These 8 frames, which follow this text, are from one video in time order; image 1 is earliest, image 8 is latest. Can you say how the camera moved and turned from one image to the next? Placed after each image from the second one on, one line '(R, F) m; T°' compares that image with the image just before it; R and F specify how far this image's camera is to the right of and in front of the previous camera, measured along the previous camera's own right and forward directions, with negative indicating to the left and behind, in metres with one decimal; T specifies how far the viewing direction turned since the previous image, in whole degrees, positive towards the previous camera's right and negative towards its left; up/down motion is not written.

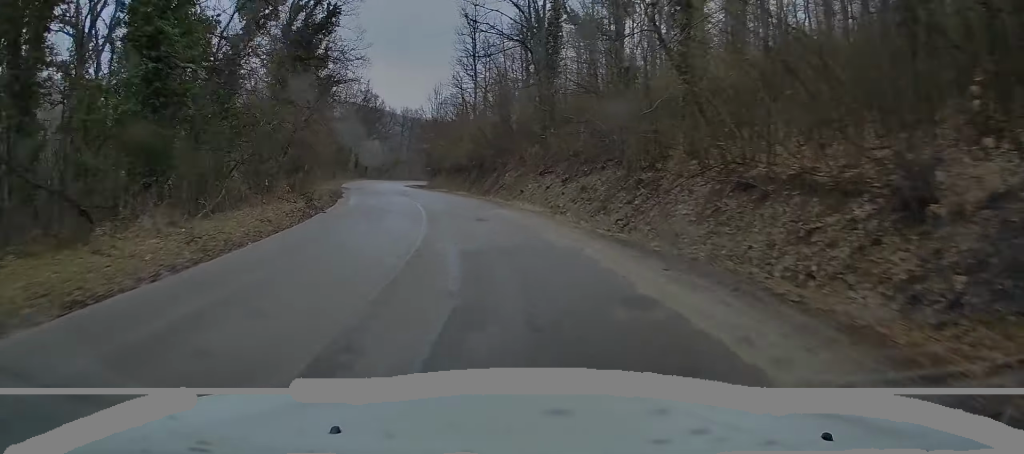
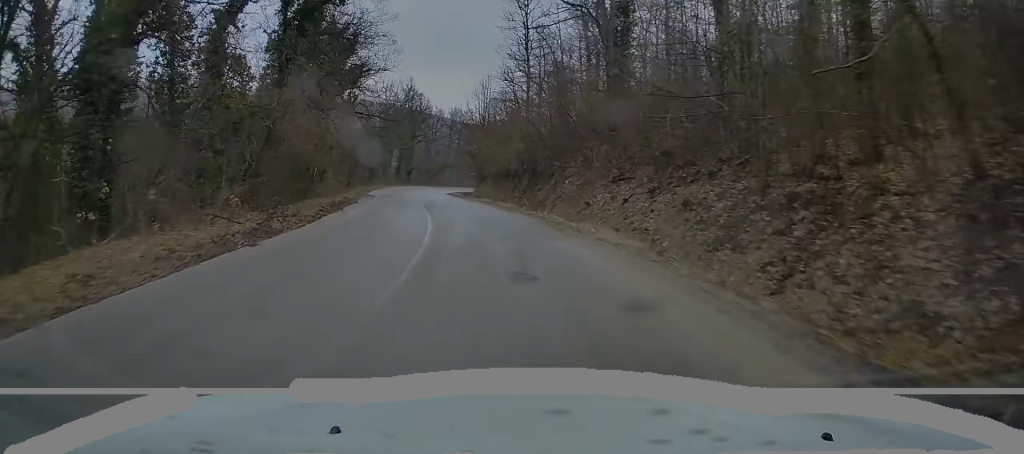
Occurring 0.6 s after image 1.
(-0.5, +8.6) m; -6°
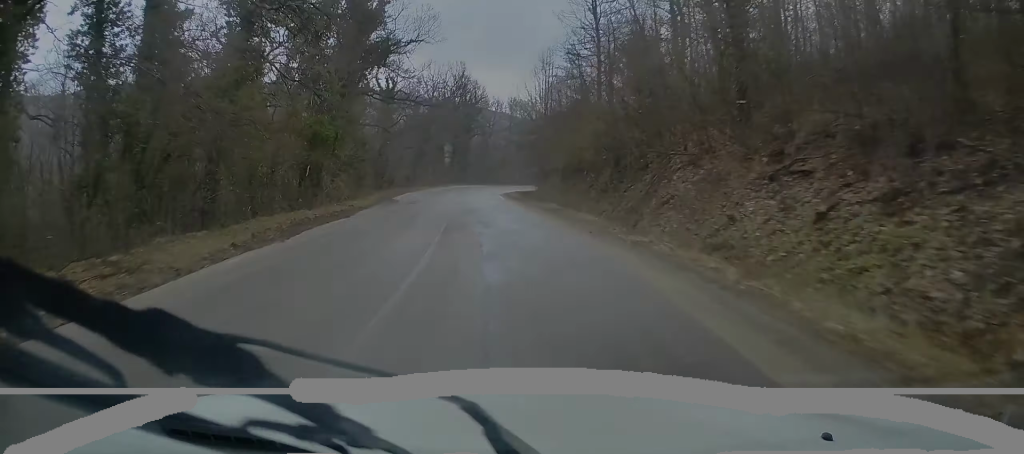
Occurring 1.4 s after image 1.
(-0.7, +10.6) m; -5°
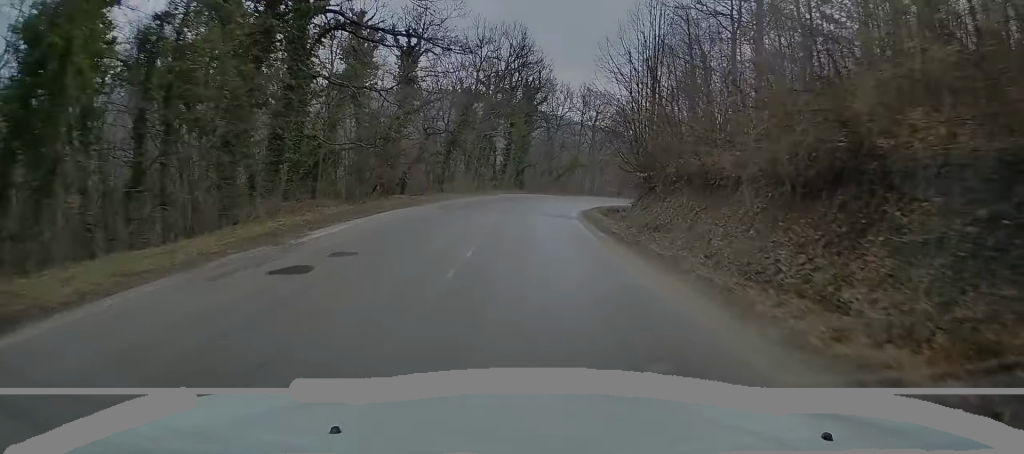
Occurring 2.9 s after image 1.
(-1.2, +20.2) m; -6°
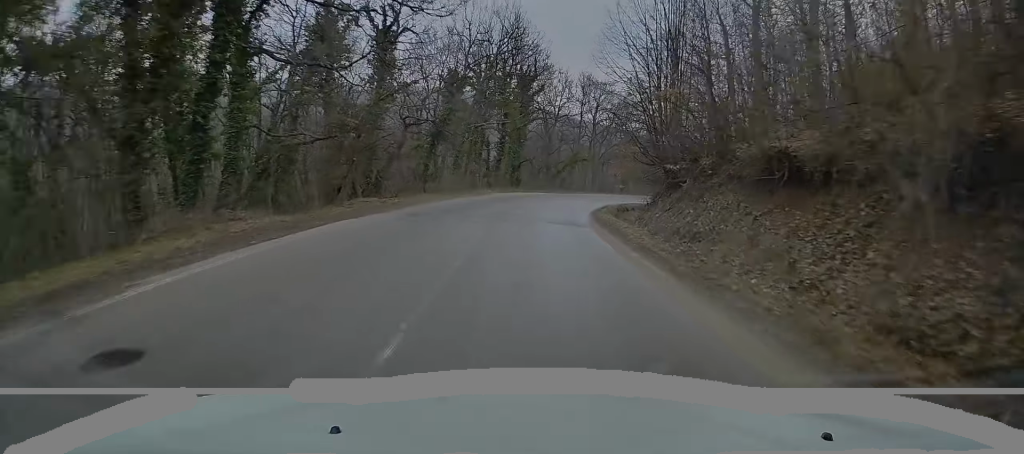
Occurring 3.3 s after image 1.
(-0.1, +5.9) m; 0°
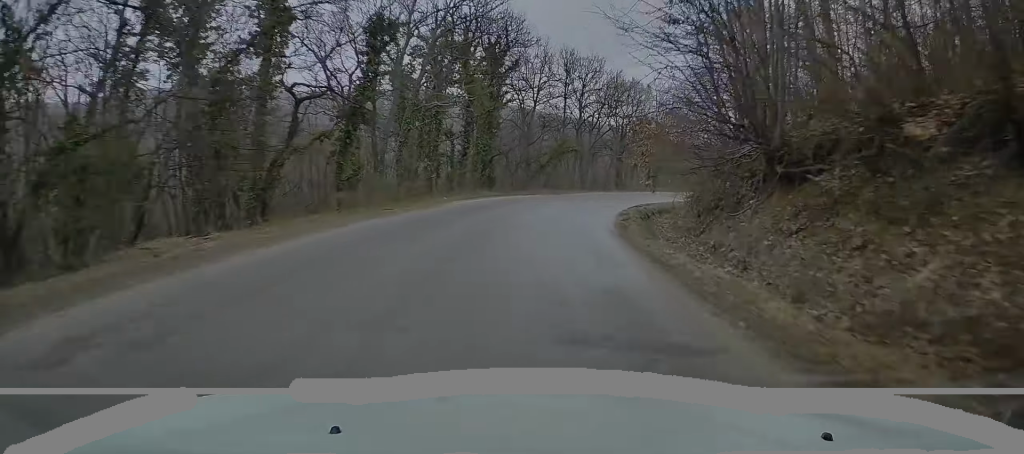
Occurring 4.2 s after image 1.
(-0.1, +12.9) m; +2°
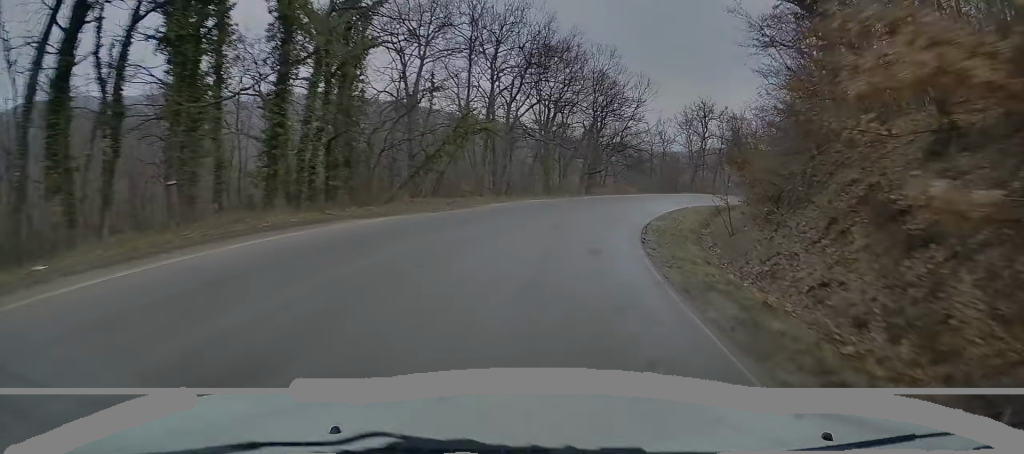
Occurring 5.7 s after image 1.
(+2.1, +21.7) m; +11°
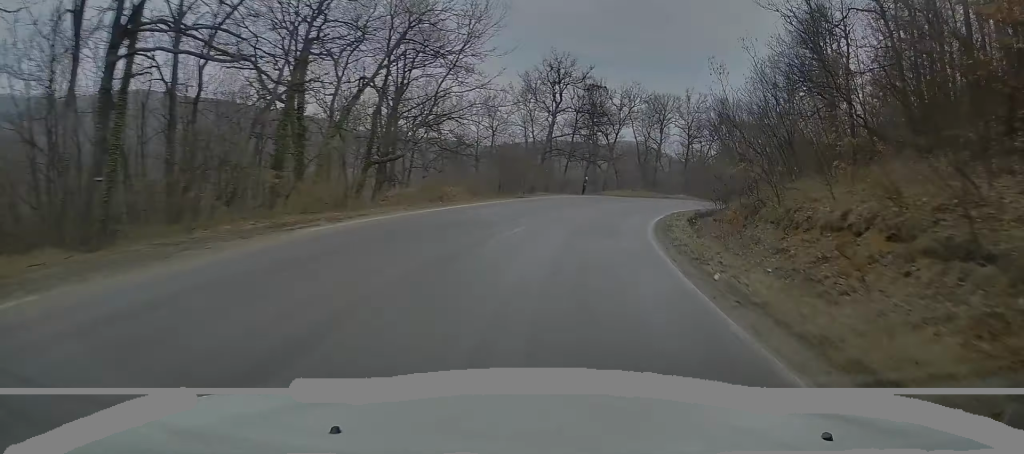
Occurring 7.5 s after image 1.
(+2.9, +28.9) m; +12°
